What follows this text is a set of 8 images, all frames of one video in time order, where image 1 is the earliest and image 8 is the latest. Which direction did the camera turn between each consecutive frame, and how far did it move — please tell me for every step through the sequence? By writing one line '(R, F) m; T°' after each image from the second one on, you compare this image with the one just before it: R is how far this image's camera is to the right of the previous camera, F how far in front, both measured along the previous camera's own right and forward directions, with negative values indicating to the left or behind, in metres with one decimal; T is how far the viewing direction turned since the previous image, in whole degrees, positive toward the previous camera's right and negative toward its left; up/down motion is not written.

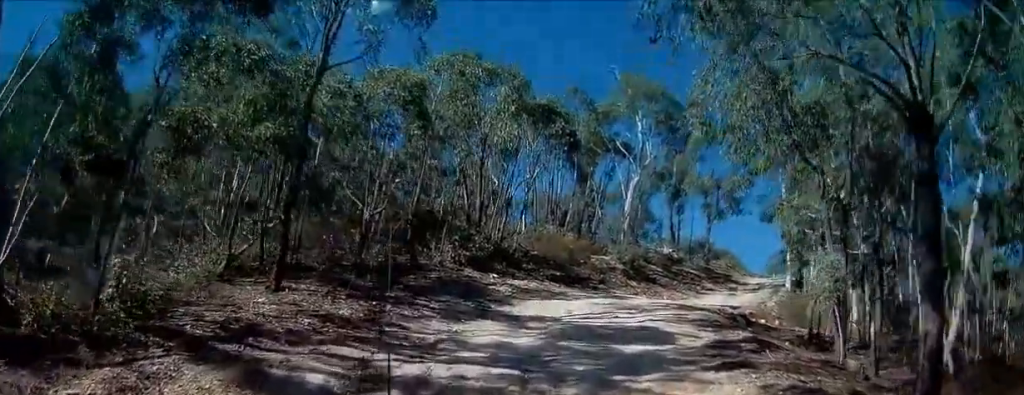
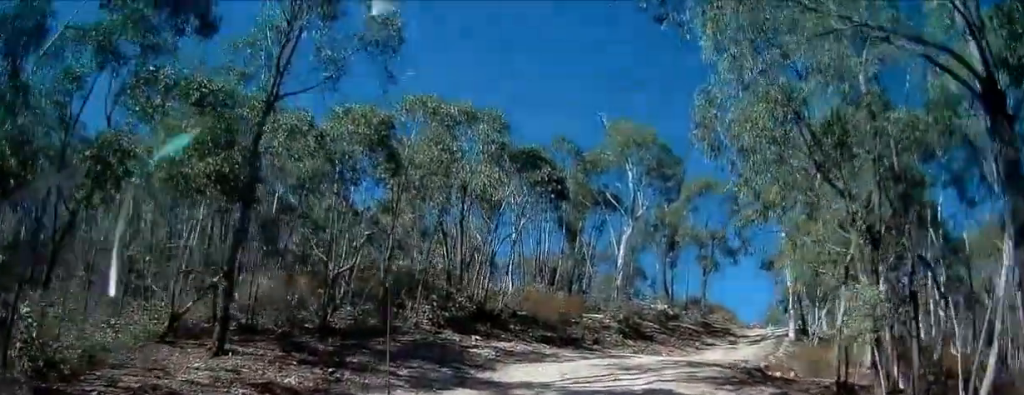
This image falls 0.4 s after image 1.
(+0.2, +1.9) m; +2°
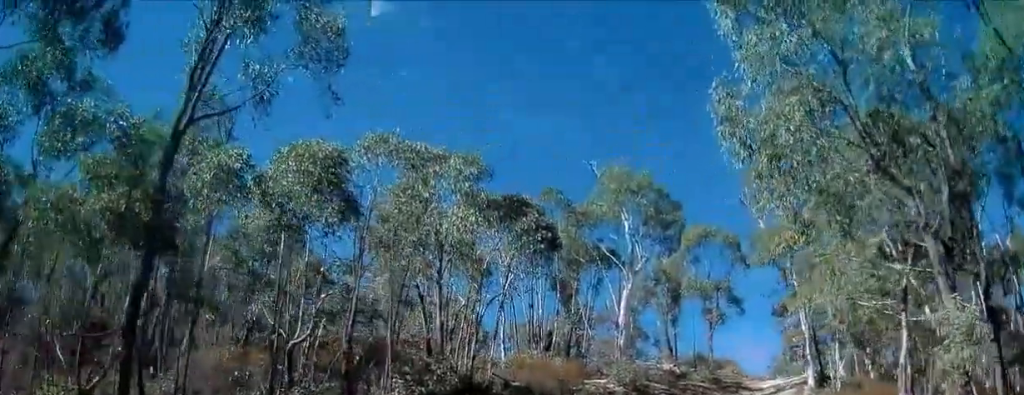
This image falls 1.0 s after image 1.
(+0.2, +2.5) m; +3°
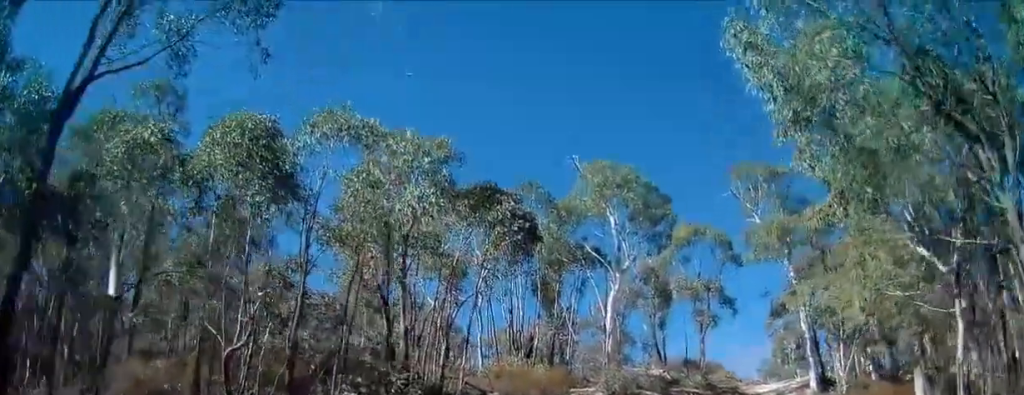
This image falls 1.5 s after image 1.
(-0.1, +2.2) m; +1°
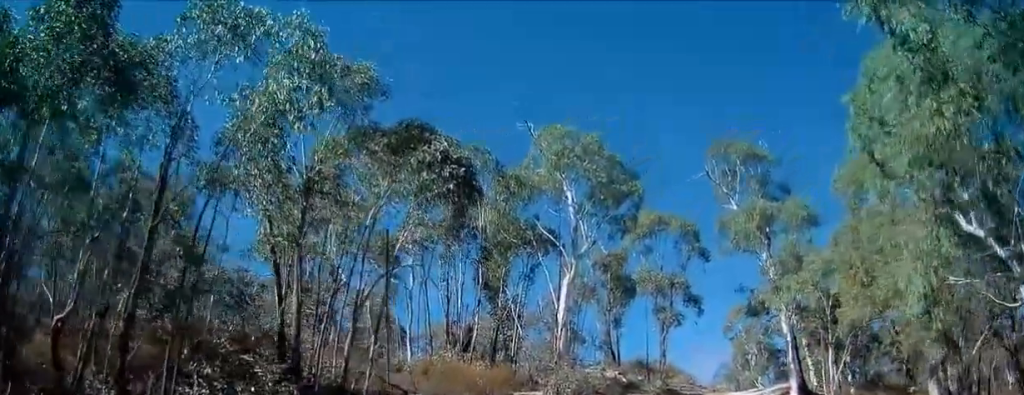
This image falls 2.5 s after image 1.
(+0.1, +4.2) m; +2°
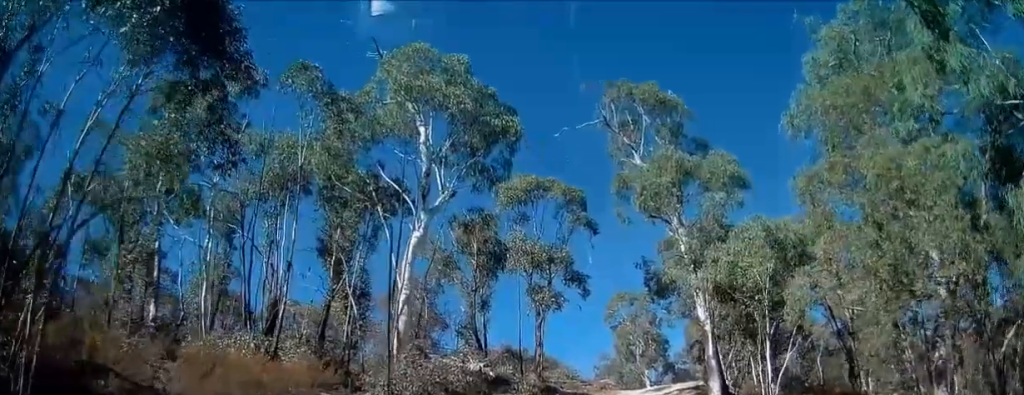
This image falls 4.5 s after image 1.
(+0.6, +6.7) m; +18°
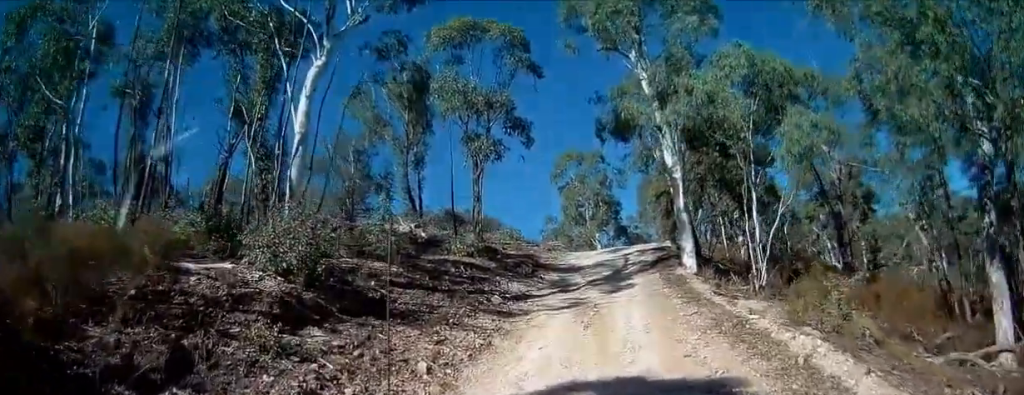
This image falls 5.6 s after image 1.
(+0.5, +3.5) m; +1°
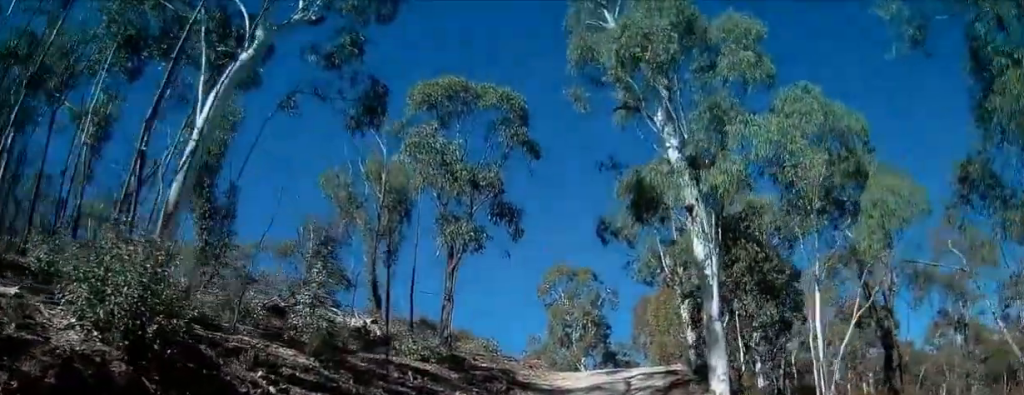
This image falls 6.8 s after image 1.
(-0.5, +4.1) m; -7°
